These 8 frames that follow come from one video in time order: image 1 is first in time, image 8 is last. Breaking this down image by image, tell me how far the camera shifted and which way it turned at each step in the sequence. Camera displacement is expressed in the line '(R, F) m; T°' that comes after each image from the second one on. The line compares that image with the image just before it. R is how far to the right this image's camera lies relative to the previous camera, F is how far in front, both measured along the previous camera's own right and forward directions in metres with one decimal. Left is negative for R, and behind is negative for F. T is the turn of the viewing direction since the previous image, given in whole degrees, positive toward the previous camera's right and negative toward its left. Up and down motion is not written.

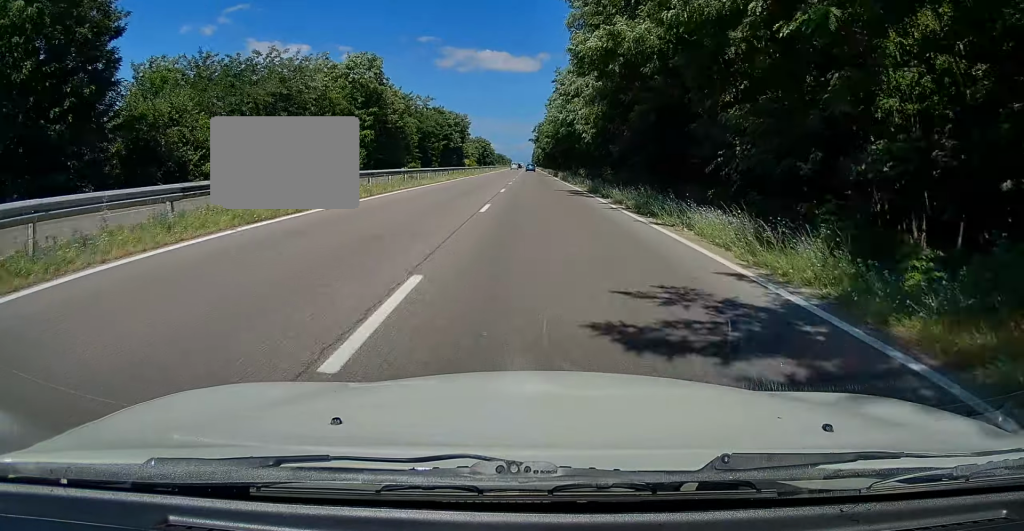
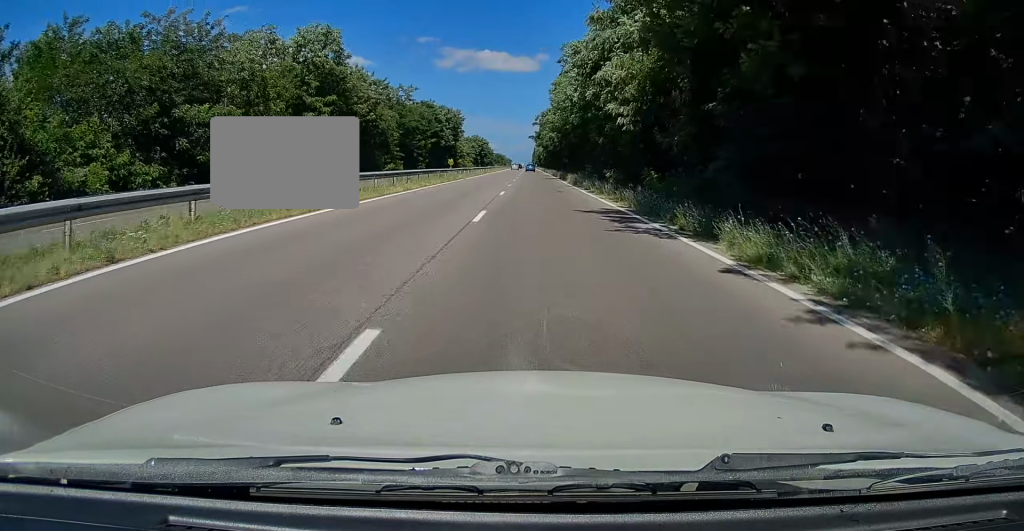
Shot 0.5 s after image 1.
(-0.2, +14.3) m; 0°
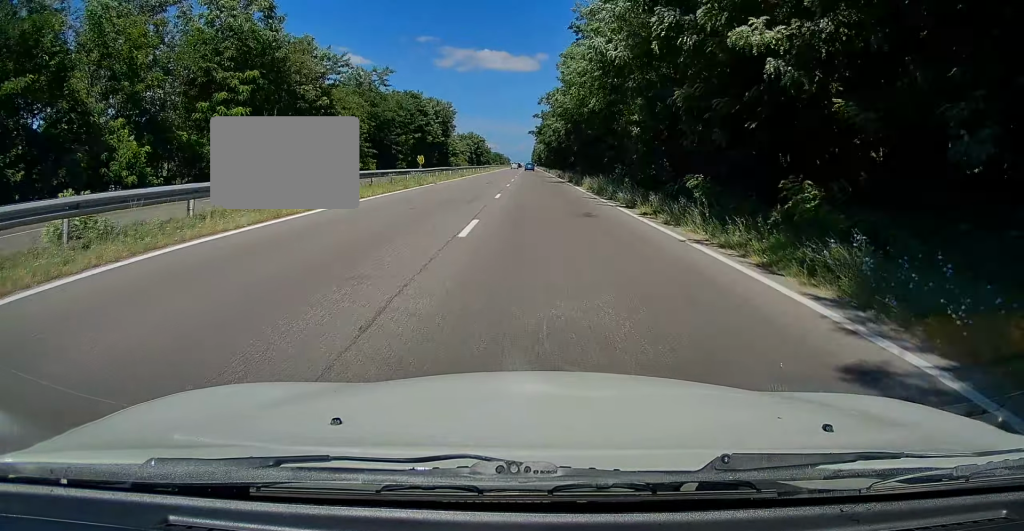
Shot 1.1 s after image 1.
(0.0, +15.2) m; 0°
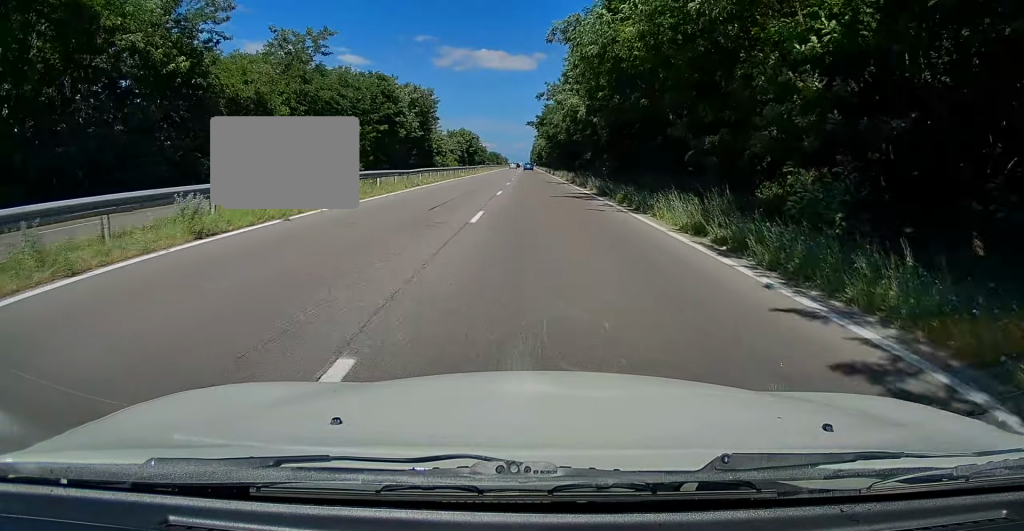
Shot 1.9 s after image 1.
(+0.3, +21.4) m; 0°
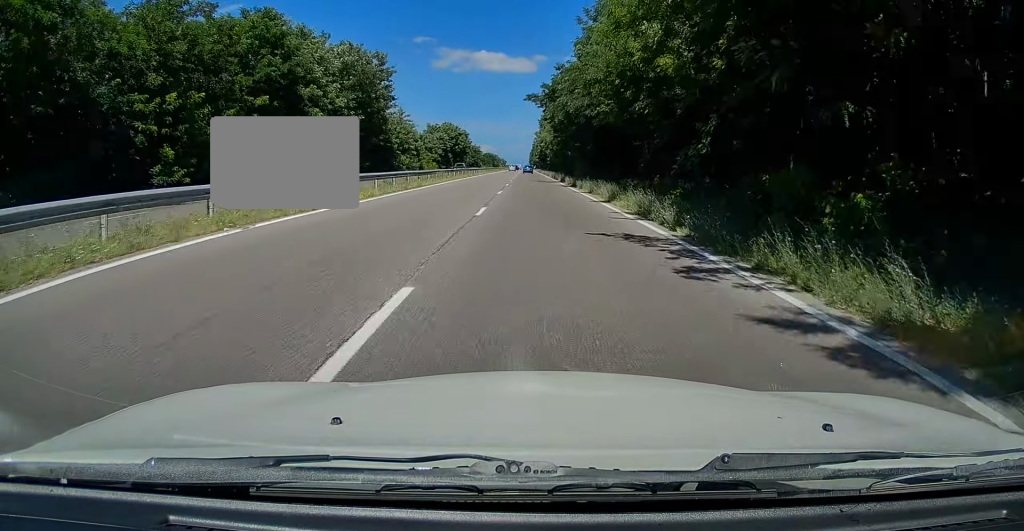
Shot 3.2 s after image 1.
(-0.3, +33.9) m; 0°
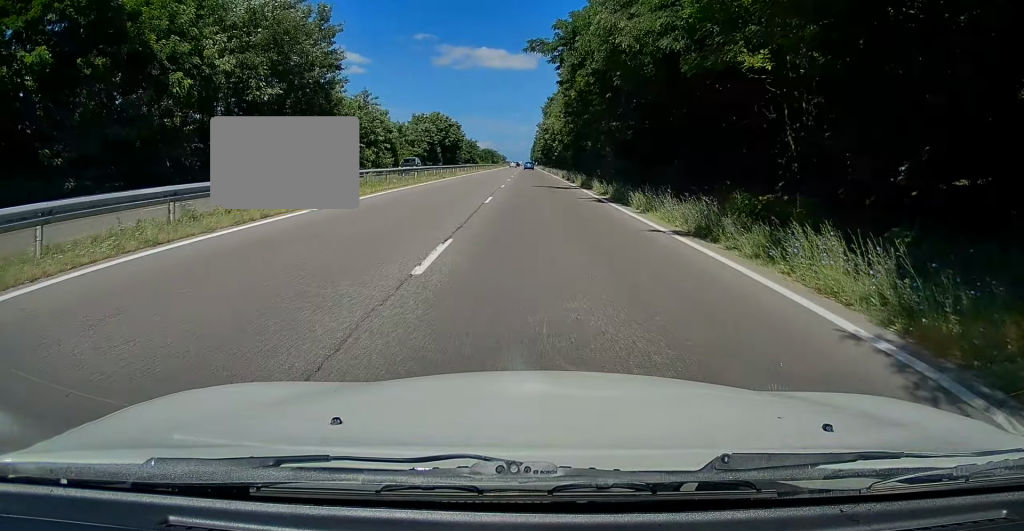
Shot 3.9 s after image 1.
(+0.3, +20.5) m; +1°
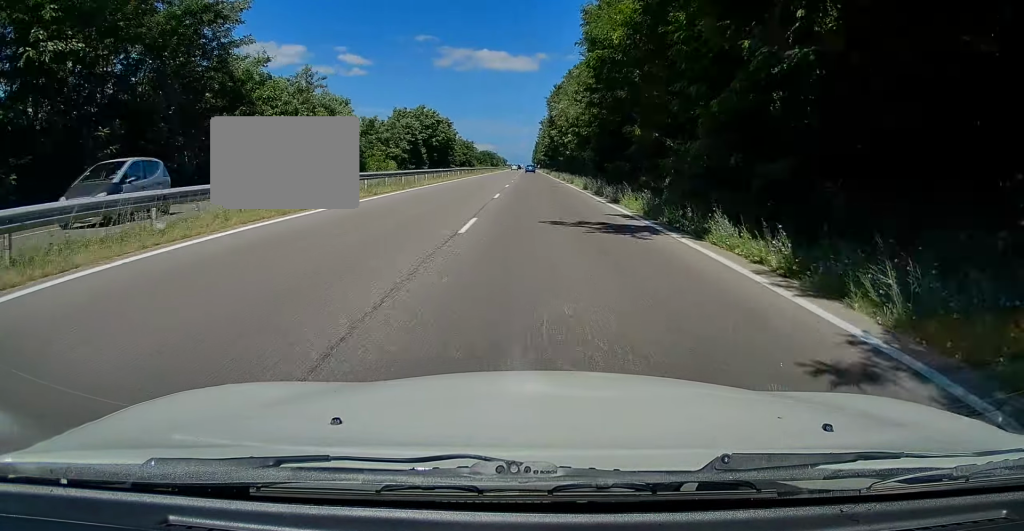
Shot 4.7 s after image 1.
(0.0, +19.6) m; -1°
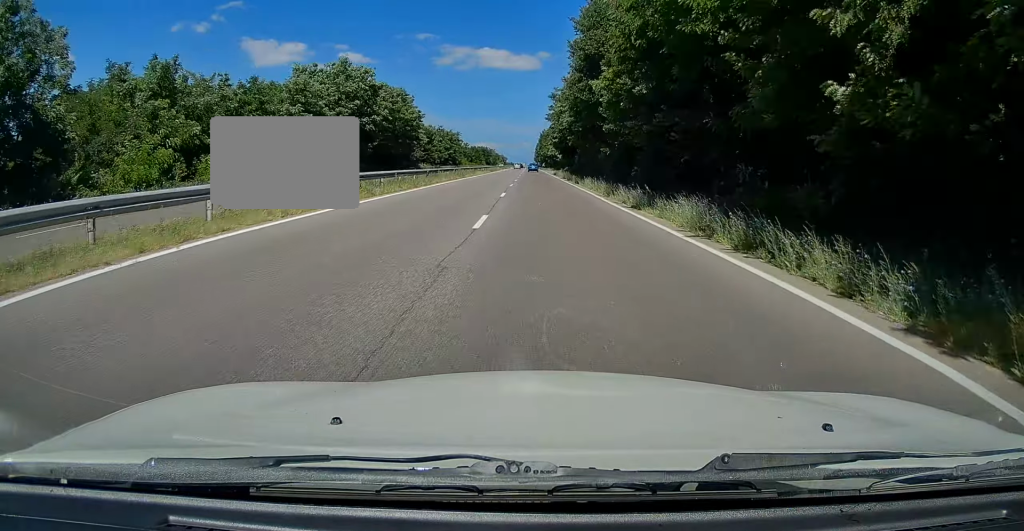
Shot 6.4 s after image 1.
(-0.4, +47.5) m; 0°
